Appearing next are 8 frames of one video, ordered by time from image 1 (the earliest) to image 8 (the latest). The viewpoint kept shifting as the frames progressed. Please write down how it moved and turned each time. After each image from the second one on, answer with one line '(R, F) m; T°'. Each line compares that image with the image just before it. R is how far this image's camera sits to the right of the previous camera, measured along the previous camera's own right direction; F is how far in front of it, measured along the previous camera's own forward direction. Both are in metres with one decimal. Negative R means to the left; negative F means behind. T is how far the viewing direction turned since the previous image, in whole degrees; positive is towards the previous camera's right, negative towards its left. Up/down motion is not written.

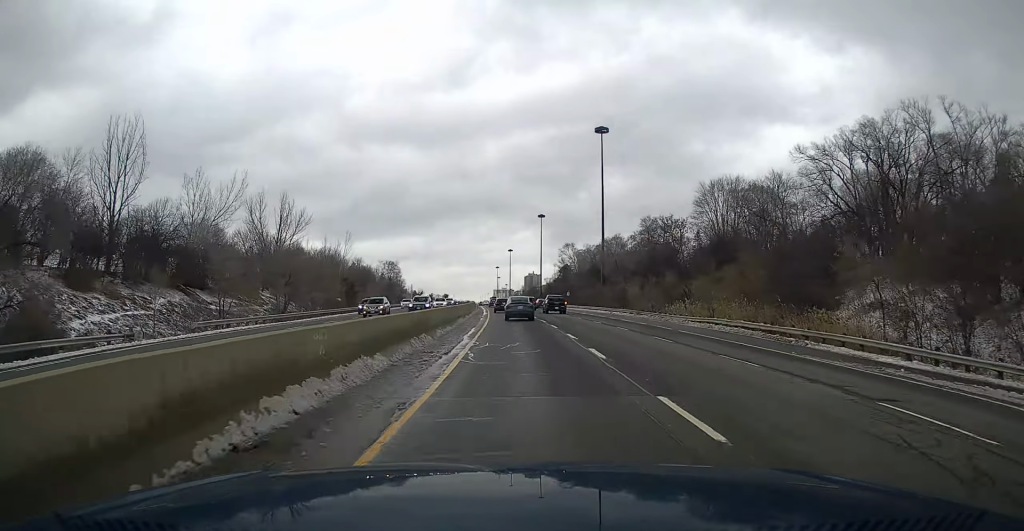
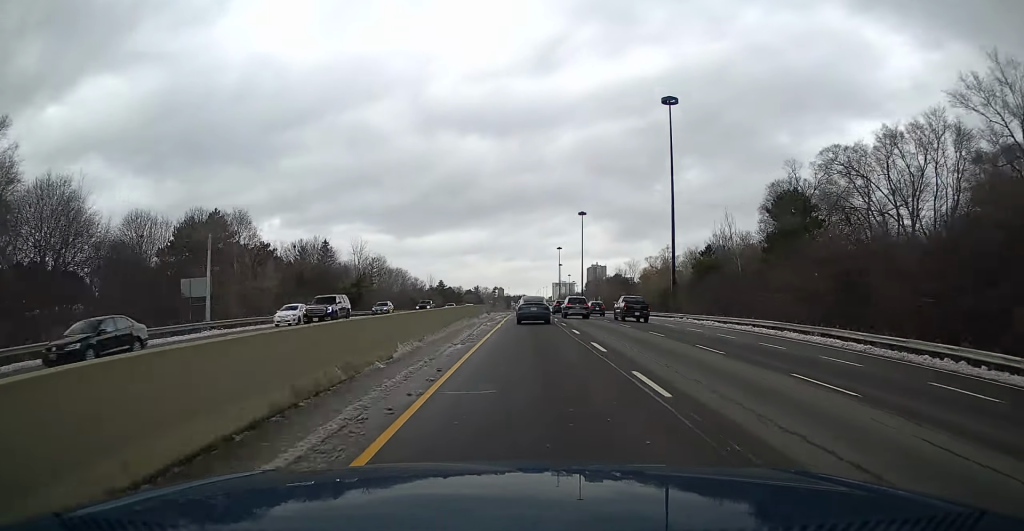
(-6.4, +142.6) m; -4°
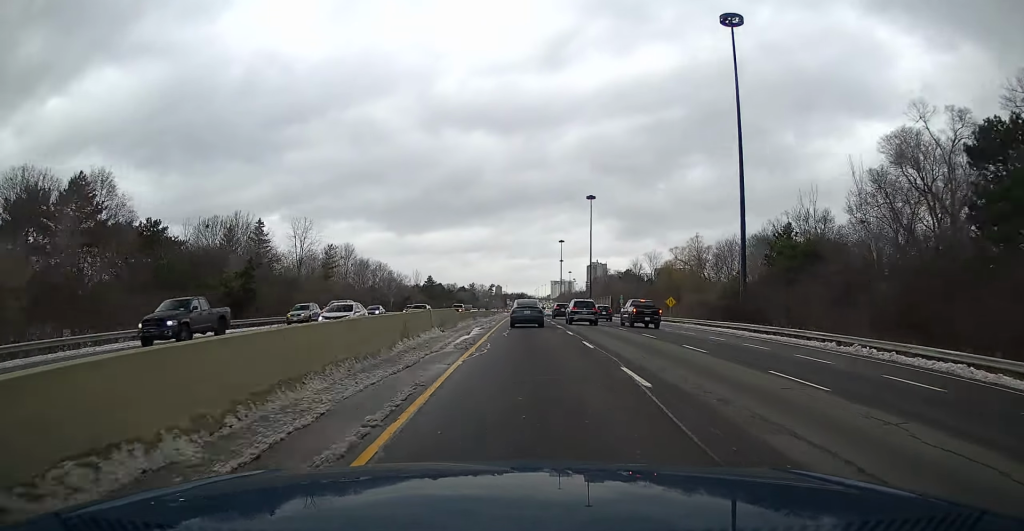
(-0.1, +34.9) m; 0°
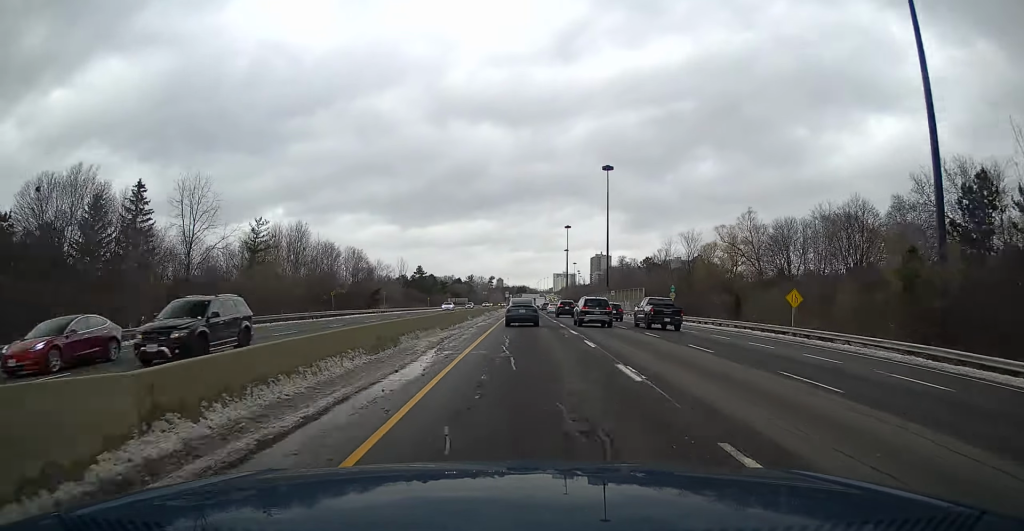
(-0.1, +36.2) m; 0°
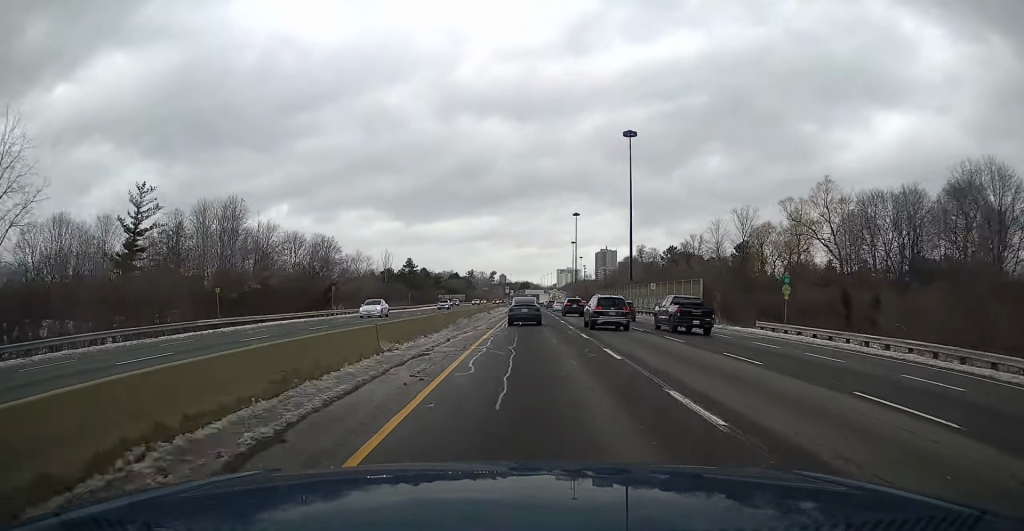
(-0.1, +31.1) m; 0°
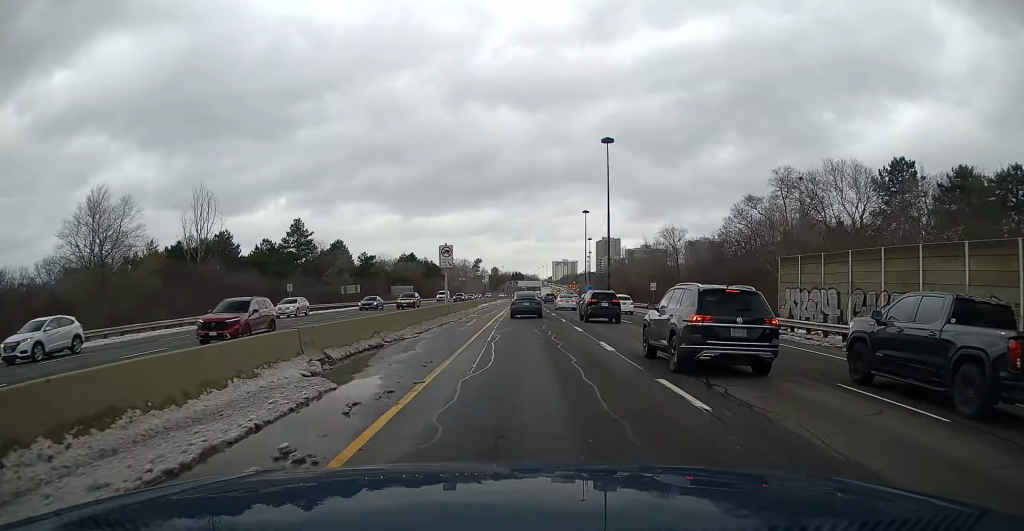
(-0.1, +113.8) m; 0°
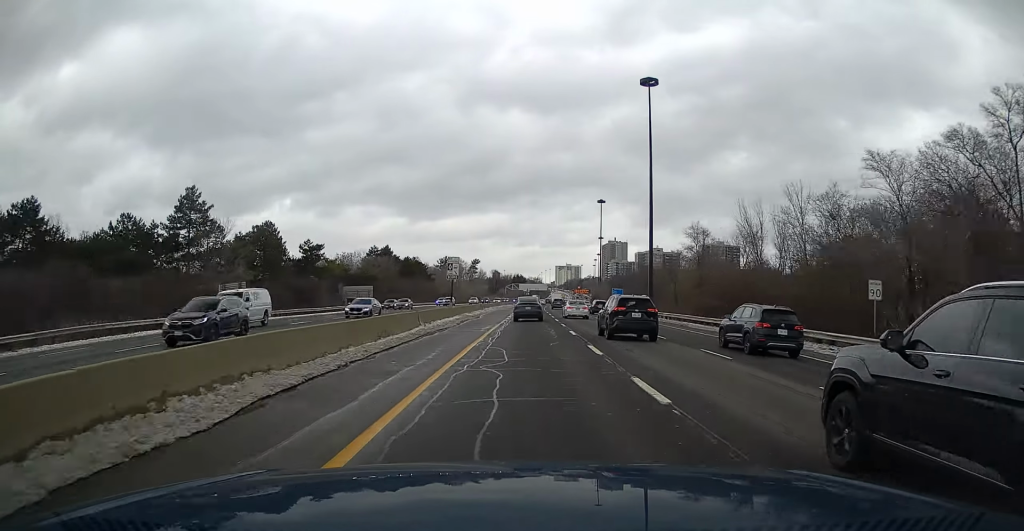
(+0.1, +45.3) m; 0°
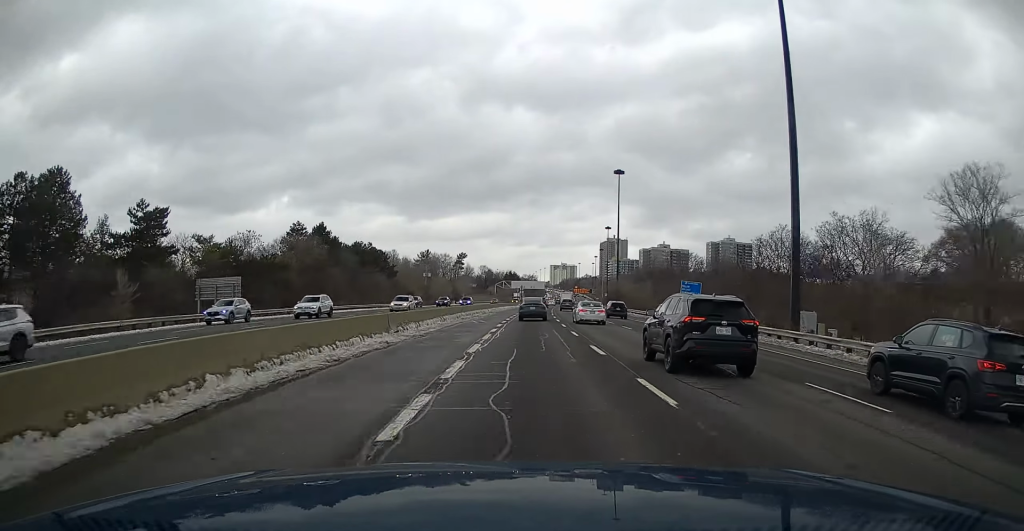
(0.0, +53.7) m; +1°
